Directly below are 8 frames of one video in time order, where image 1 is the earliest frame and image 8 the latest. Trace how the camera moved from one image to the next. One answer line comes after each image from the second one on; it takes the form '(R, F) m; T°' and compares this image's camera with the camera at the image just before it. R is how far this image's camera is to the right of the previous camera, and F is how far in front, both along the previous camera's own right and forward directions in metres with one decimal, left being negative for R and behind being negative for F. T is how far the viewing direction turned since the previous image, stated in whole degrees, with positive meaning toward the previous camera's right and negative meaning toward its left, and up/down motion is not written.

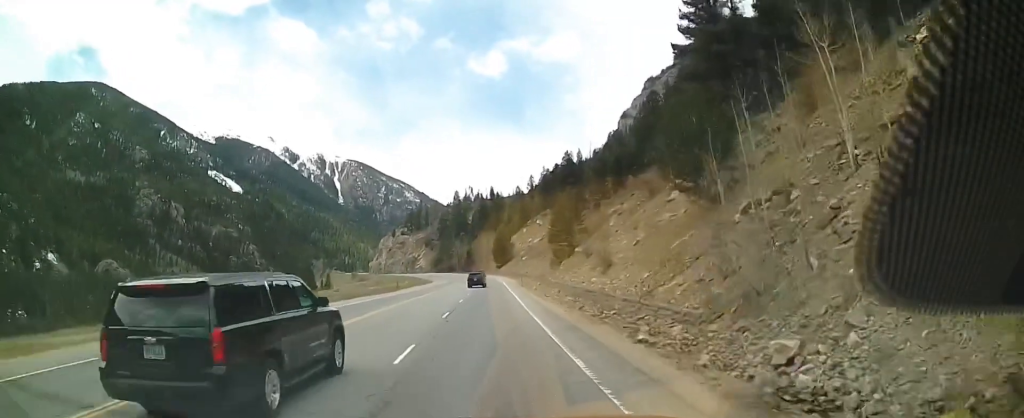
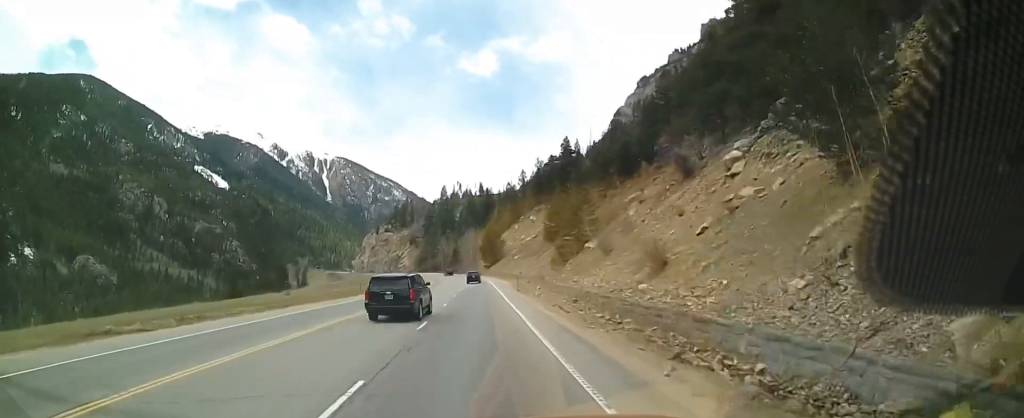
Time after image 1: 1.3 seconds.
(+0.6, +16.9) m; +1°
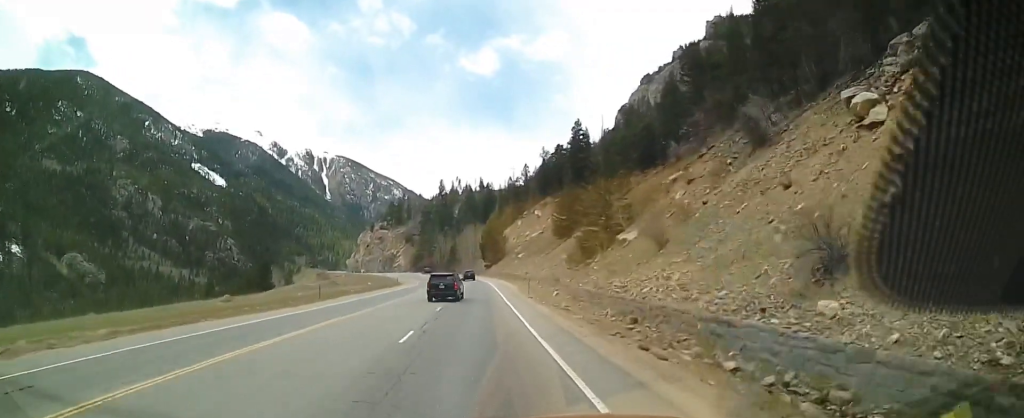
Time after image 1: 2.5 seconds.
(-0.5, +15.7) m; -3°
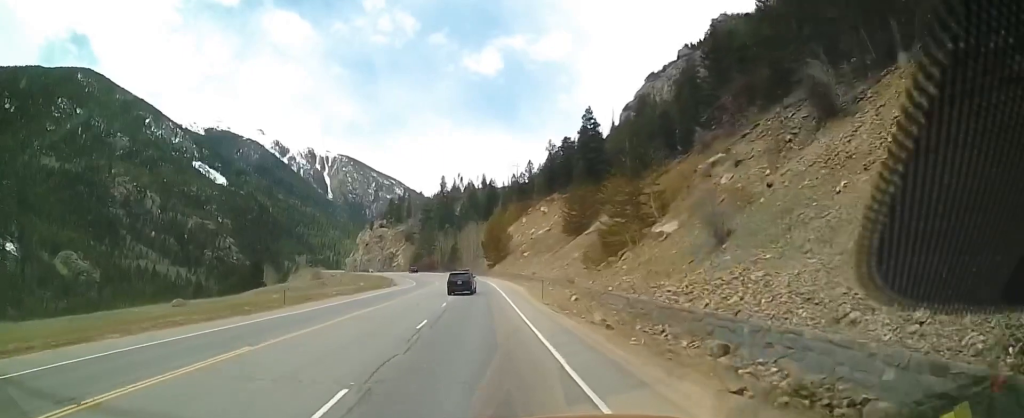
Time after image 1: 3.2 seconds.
(-0.1, +9.1) m; 0°
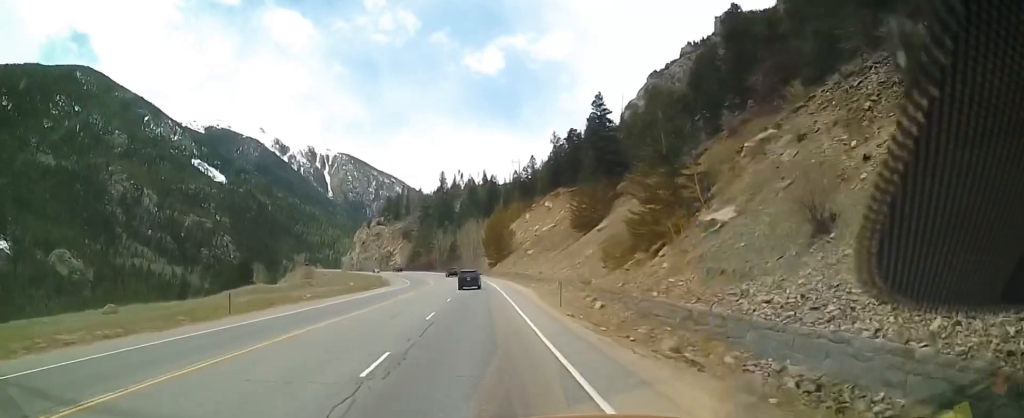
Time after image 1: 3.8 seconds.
(-0.1, +8.7) m; +1°
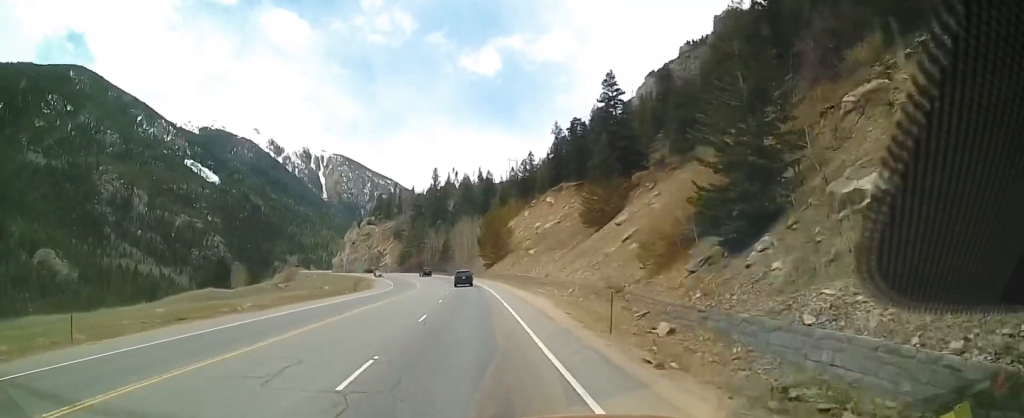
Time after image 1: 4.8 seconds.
(+0.4, +12.8) m; 0°
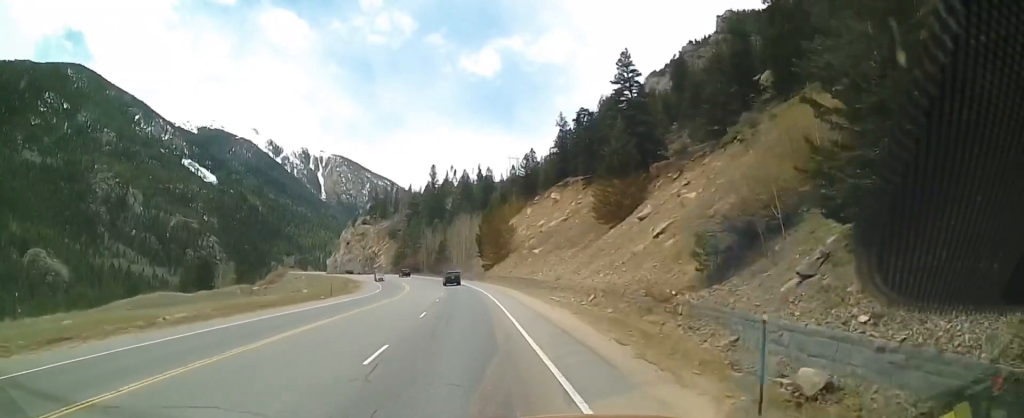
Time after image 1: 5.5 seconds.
(-0.3, +9.7) m; -1°
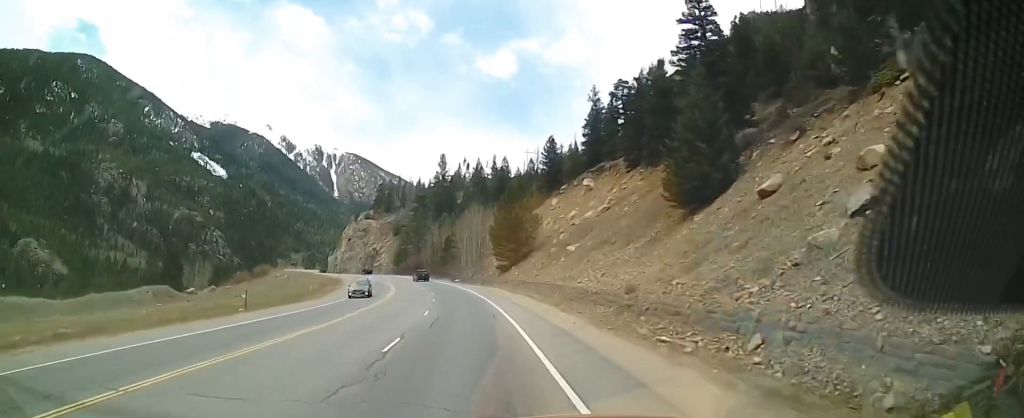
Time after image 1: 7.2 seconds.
(-0.1, +22.2) m; -1°
